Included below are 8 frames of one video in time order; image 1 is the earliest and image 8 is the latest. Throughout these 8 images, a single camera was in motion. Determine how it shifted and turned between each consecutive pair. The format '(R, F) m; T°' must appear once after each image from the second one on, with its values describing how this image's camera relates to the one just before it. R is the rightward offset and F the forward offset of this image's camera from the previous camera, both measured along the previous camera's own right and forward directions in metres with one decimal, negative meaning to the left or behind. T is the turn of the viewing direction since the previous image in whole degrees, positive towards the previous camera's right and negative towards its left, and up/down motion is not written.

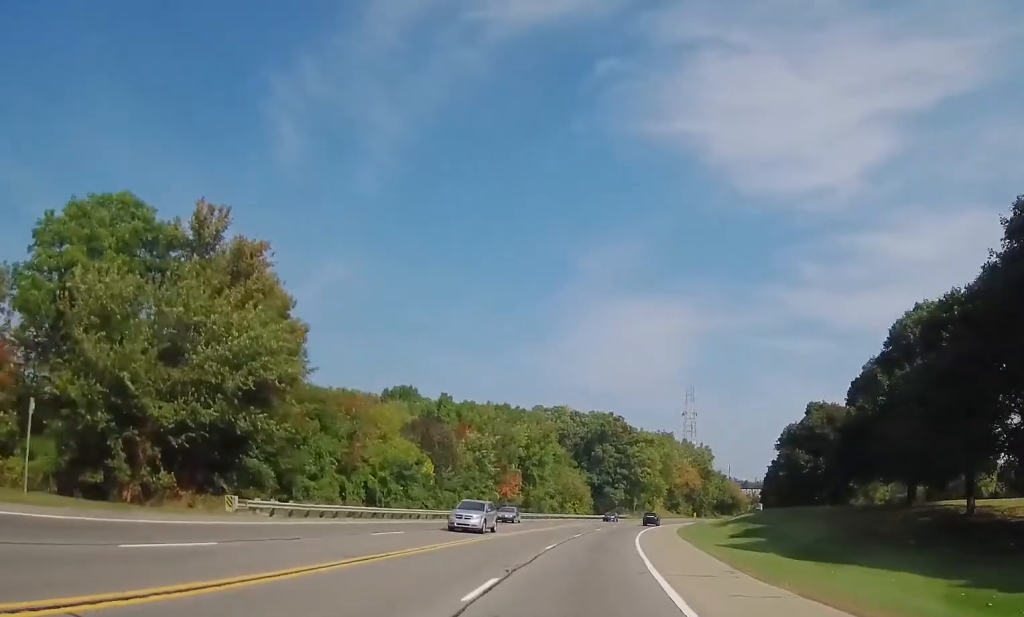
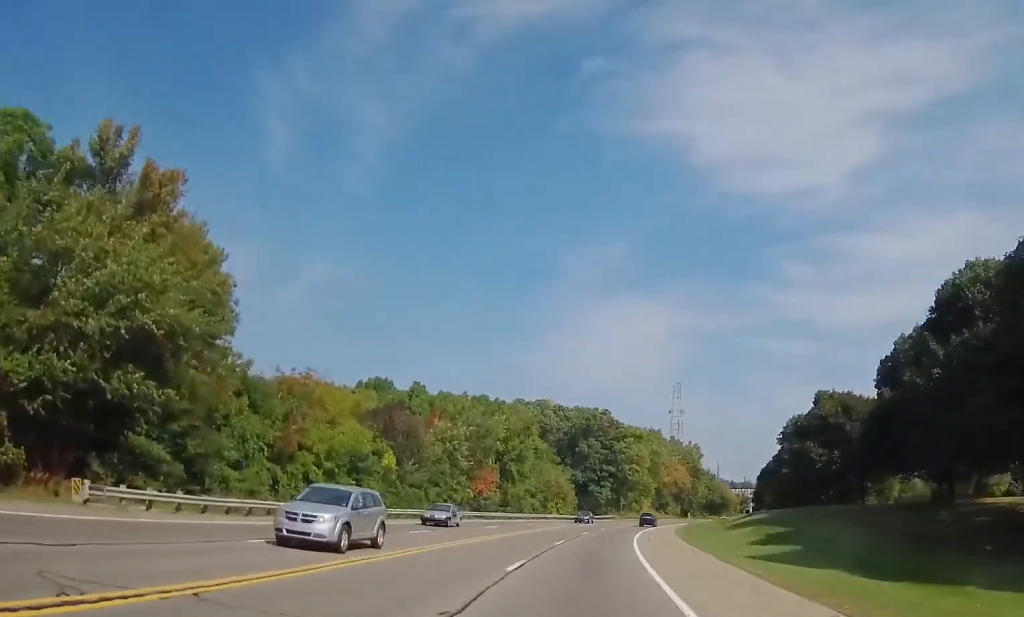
(-0.1, +9.6) m; +1°
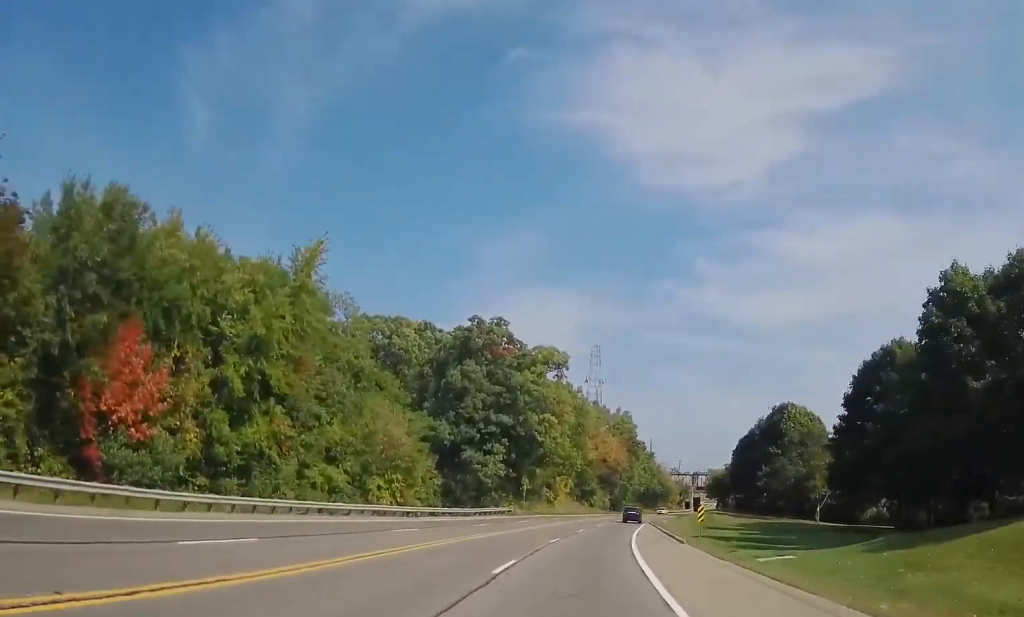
(+4.7, +62.0) m; +8°
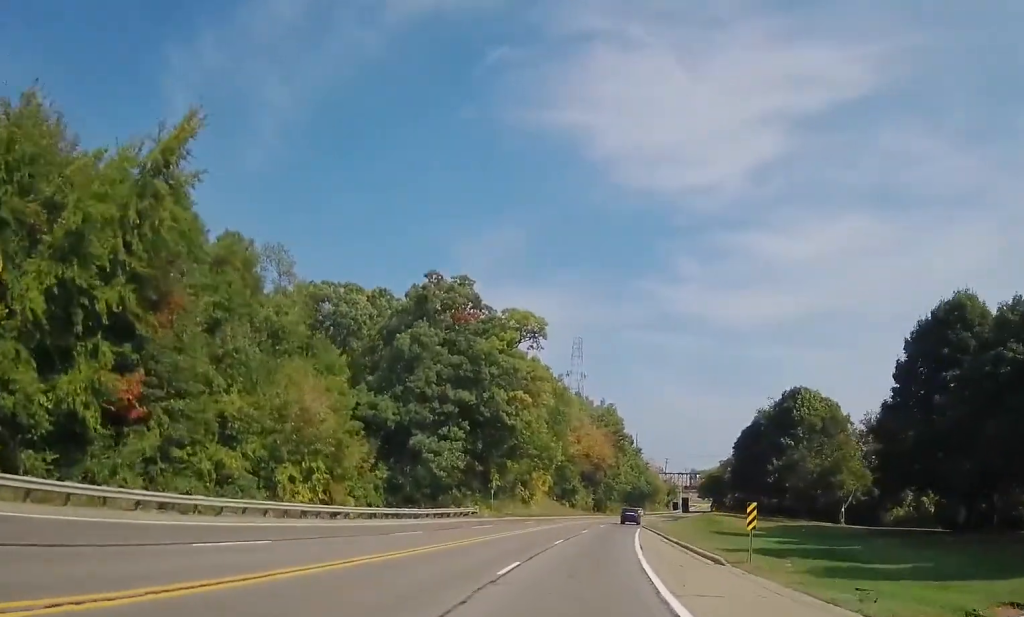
(+0.2, +14.5) m; +2°
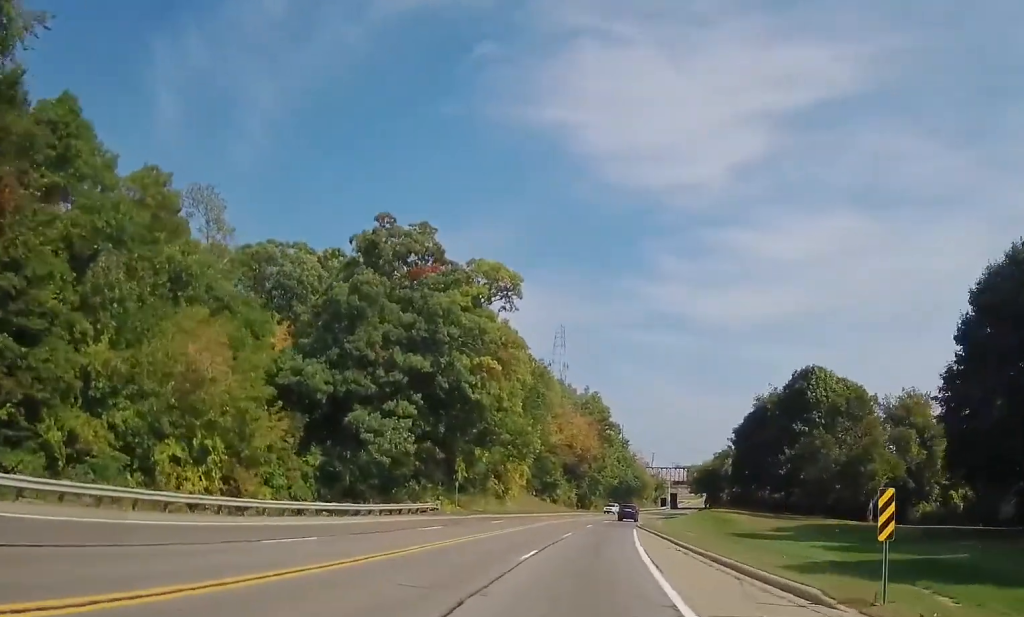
(+0.1, +11.7) m; +1°
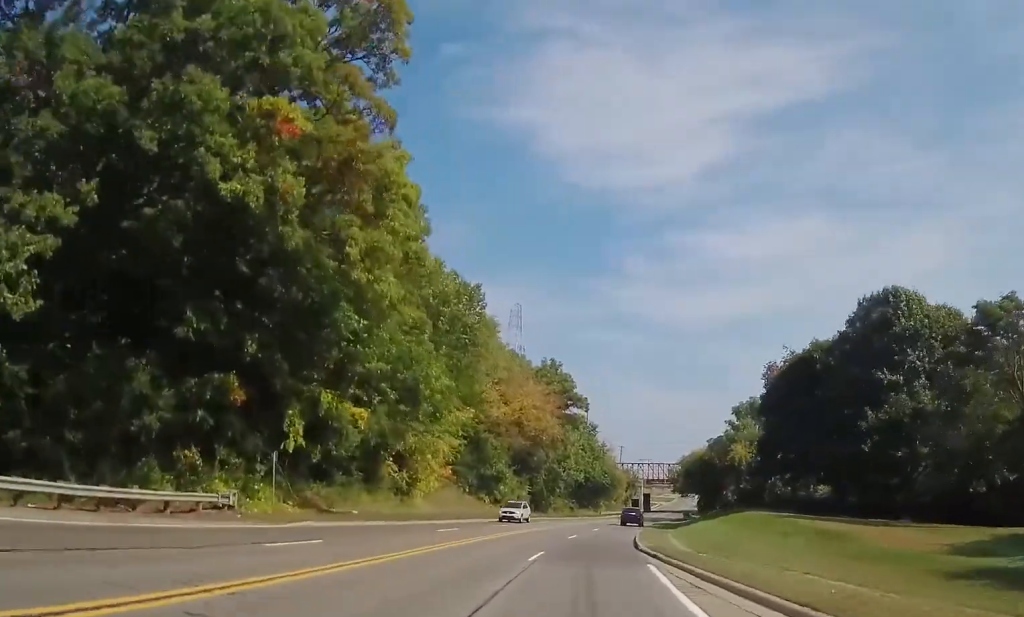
(+1.1, +30.3) m; +5°
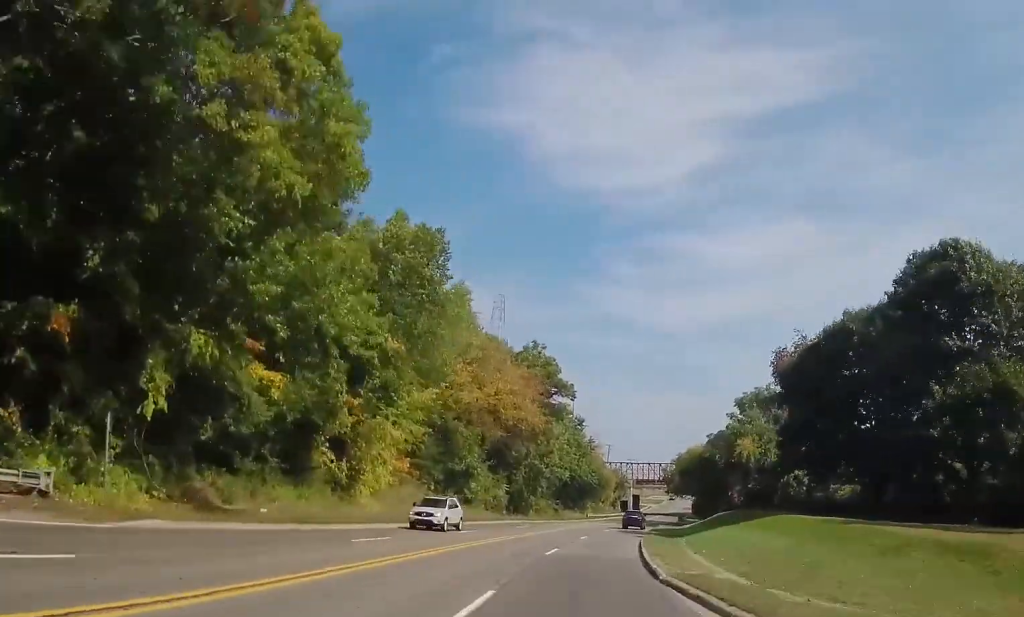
(+0.4, +10.7) m; +2°
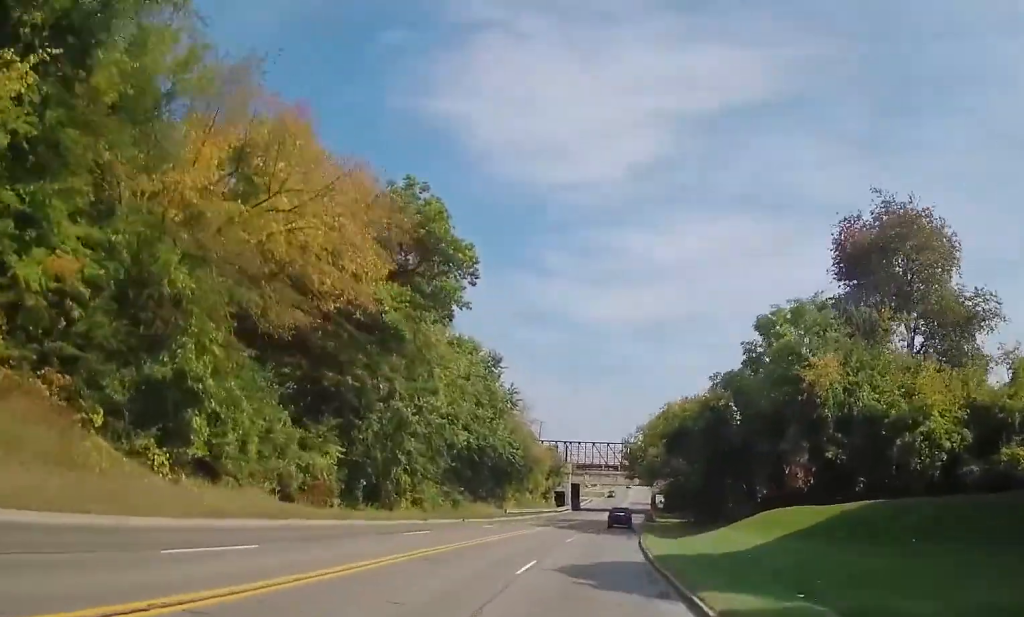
(+1.5, +39.2) m; +3°
